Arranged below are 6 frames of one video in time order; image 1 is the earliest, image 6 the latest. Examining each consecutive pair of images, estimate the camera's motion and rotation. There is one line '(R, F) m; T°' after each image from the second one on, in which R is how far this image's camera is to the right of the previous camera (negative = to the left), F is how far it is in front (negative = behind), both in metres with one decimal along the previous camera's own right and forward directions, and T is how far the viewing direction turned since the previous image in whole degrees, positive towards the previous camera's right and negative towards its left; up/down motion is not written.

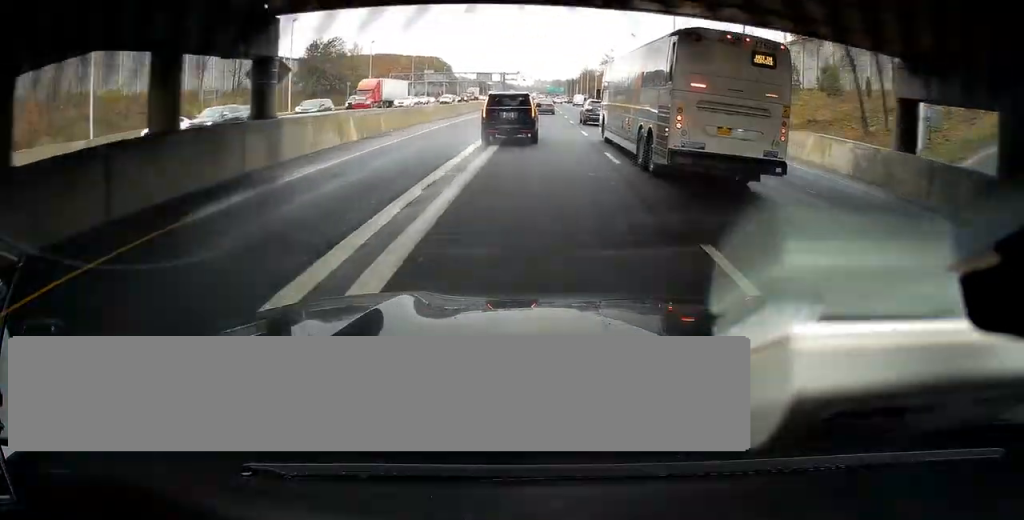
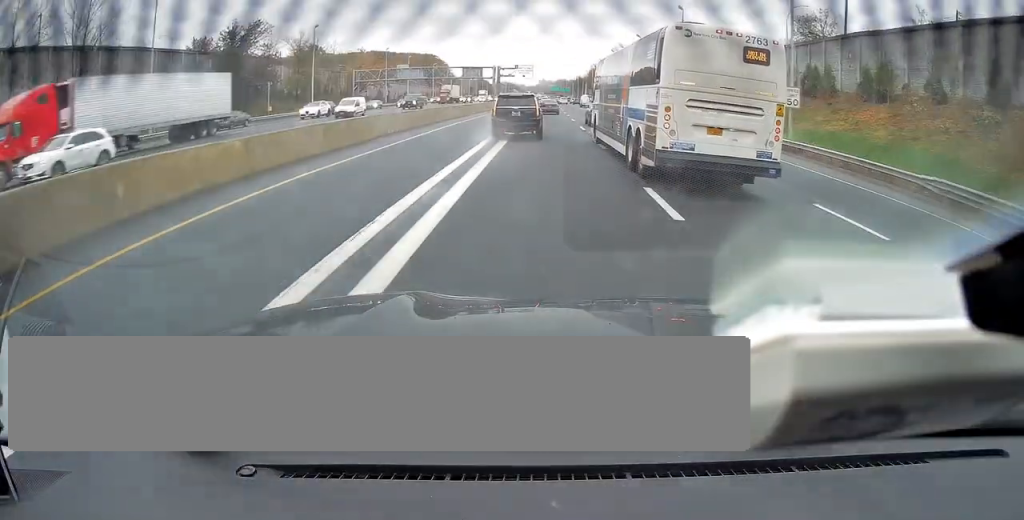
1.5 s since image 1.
(-0.1, +31.1) m; 0°
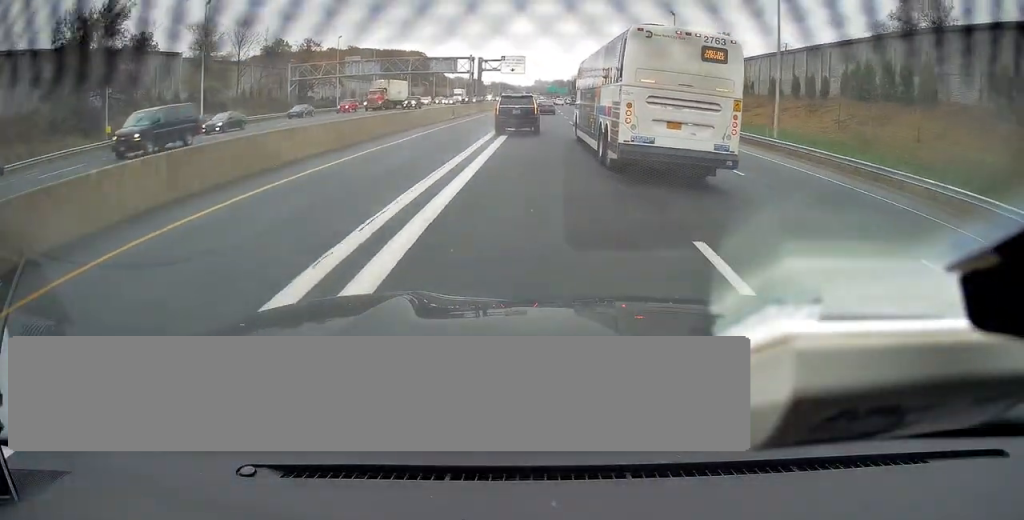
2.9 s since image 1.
(-0.2, +28.2) m; -1°
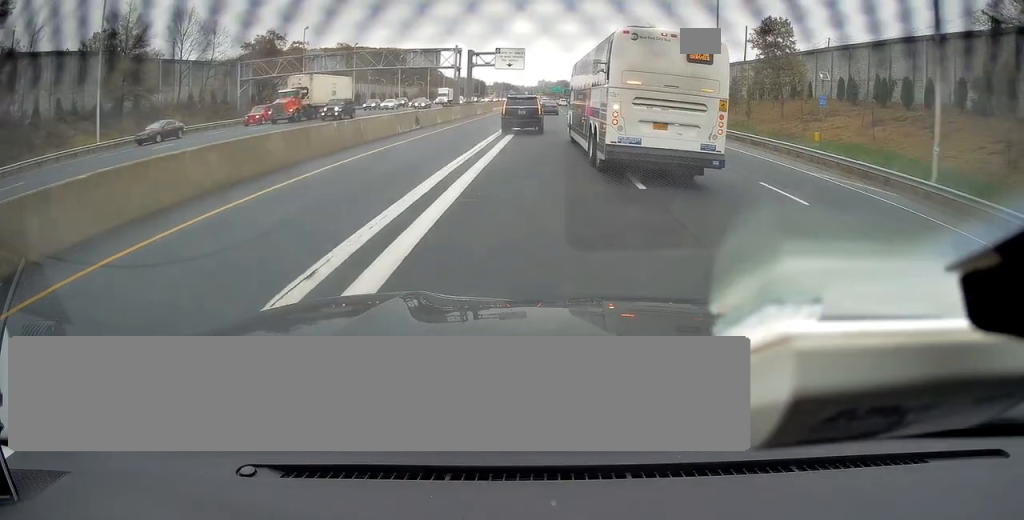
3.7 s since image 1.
(-0.1, +16.1) m; 0°
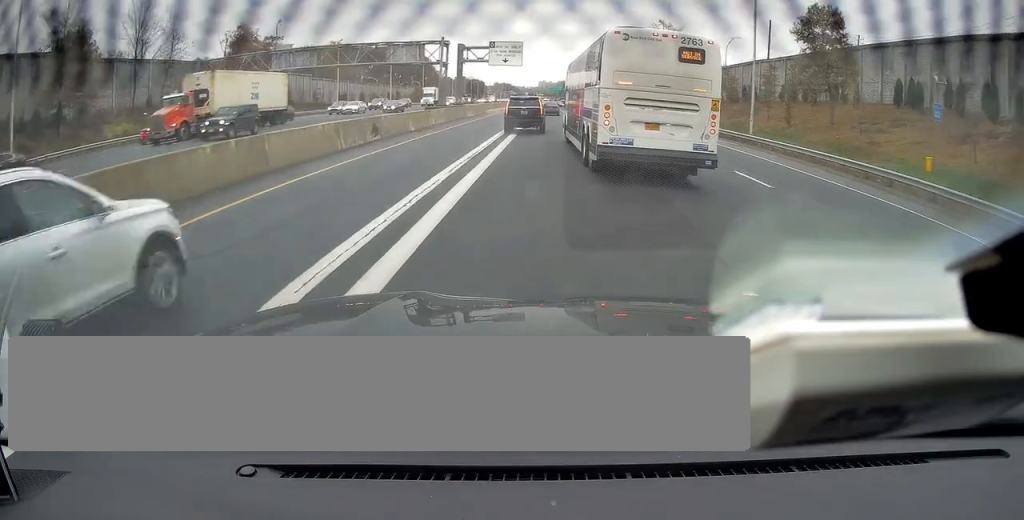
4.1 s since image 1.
(+0.1, +9.5) m; 0°
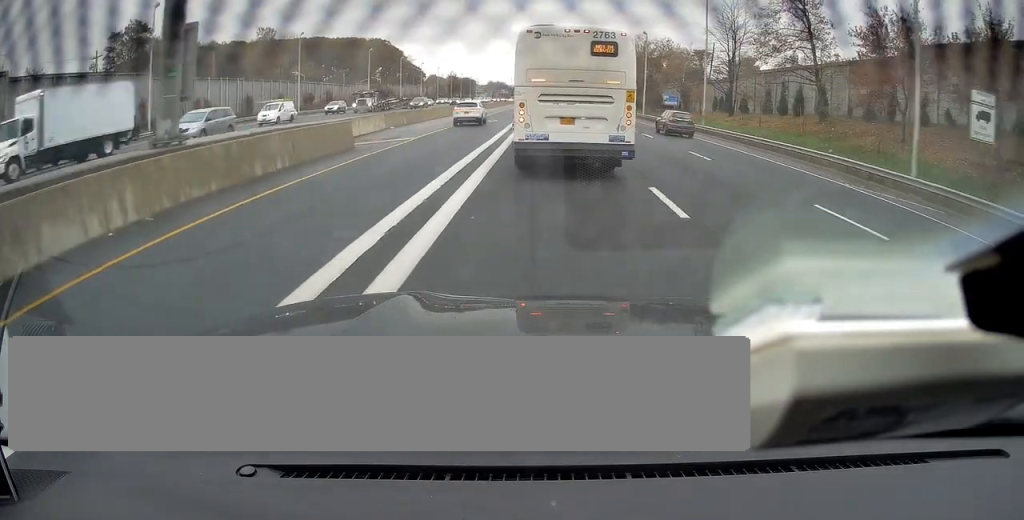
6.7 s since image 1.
(+0.2, +52.9) m; 0°
